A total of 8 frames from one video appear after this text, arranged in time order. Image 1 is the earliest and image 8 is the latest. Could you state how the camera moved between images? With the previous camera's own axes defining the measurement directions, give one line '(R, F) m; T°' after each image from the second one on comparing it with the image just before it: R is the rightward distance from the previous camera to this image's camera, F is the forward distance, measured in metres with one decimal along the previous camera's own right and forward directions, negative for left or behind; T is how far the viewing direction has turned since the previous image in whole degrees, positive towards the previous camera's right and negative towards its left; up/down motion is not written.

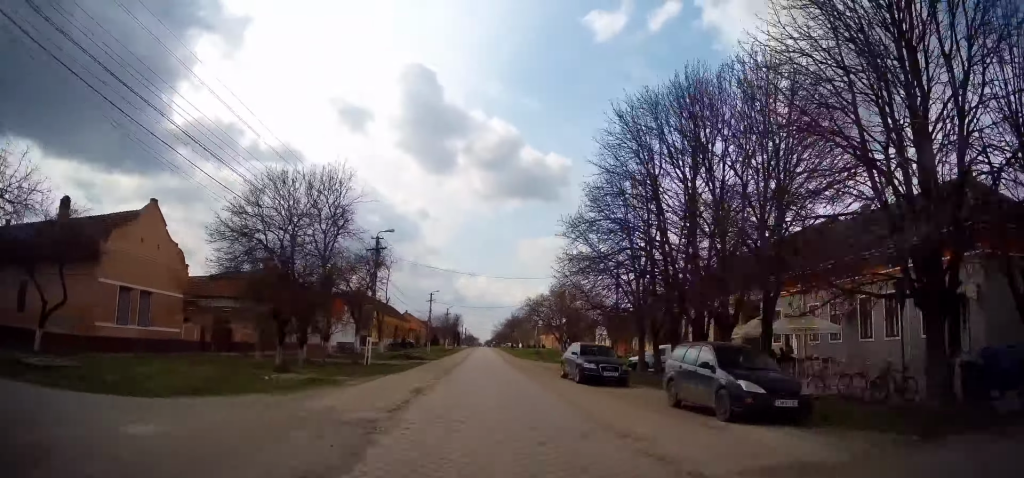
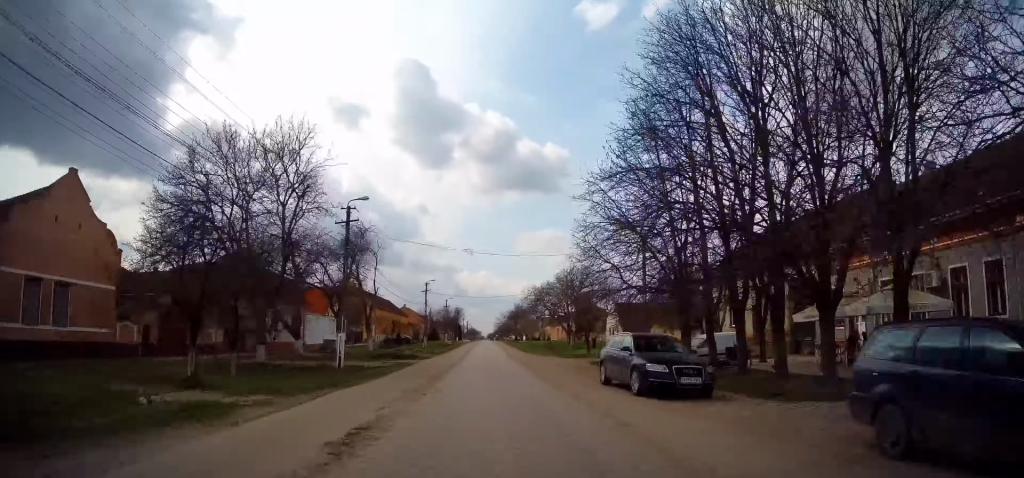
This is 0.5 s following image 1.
(-0.2, +7.1) m; 0°
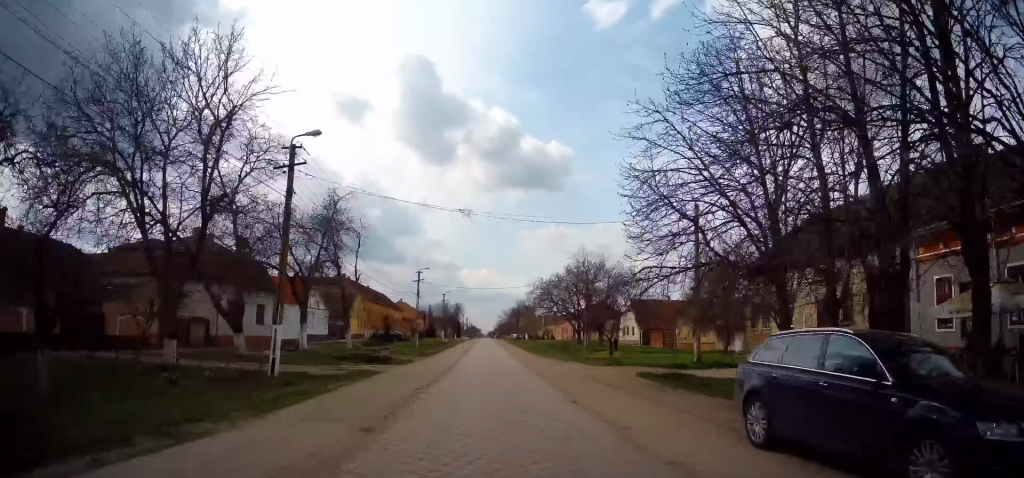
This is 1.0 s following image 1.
(-0.3, +8.7) m; 0°
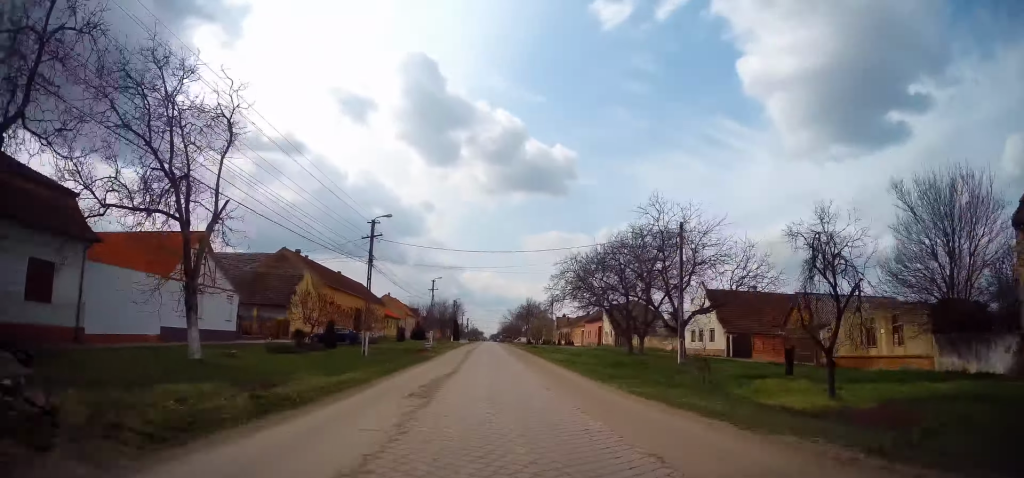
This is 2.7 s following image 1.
(+0.2, +25.2) m; 0°
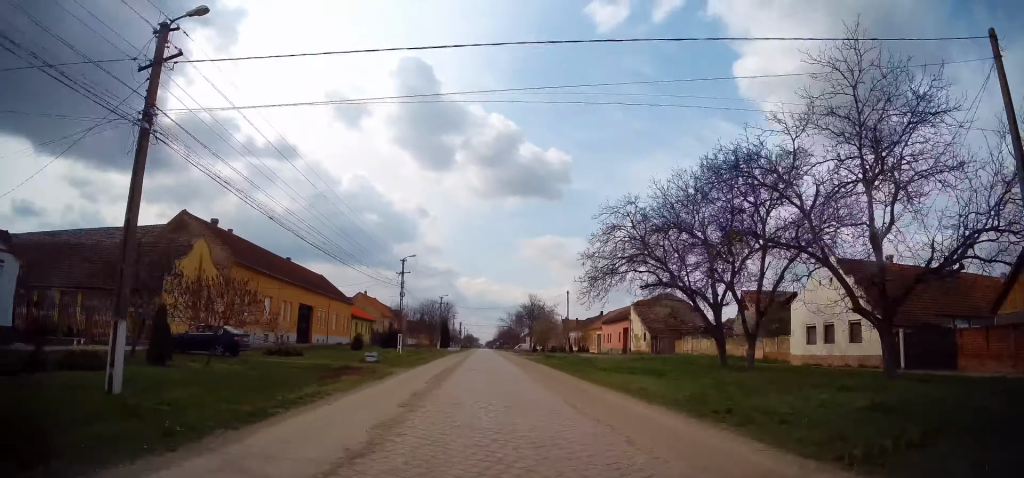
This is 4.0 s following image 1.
(+0.3, +21.2) m; 0°
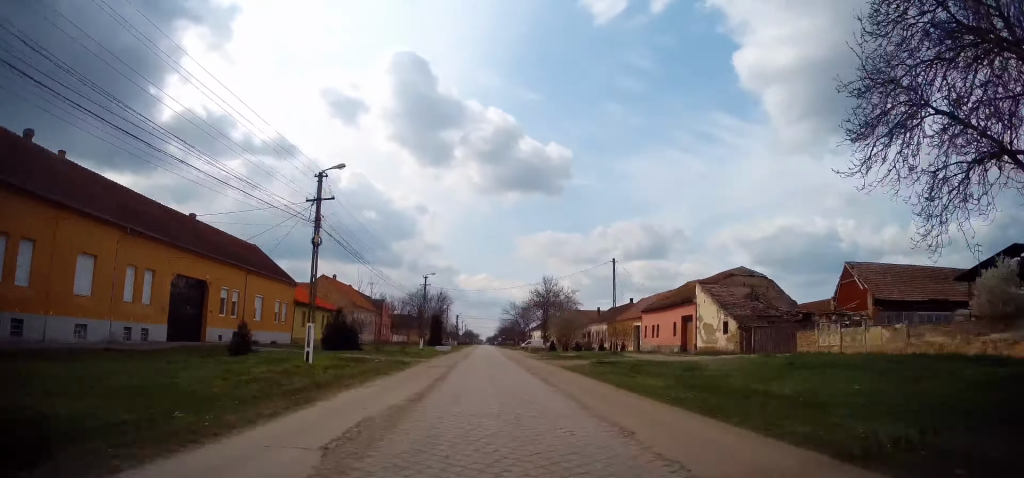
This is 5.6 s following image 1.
(-0.3, +23.9) m; +1°
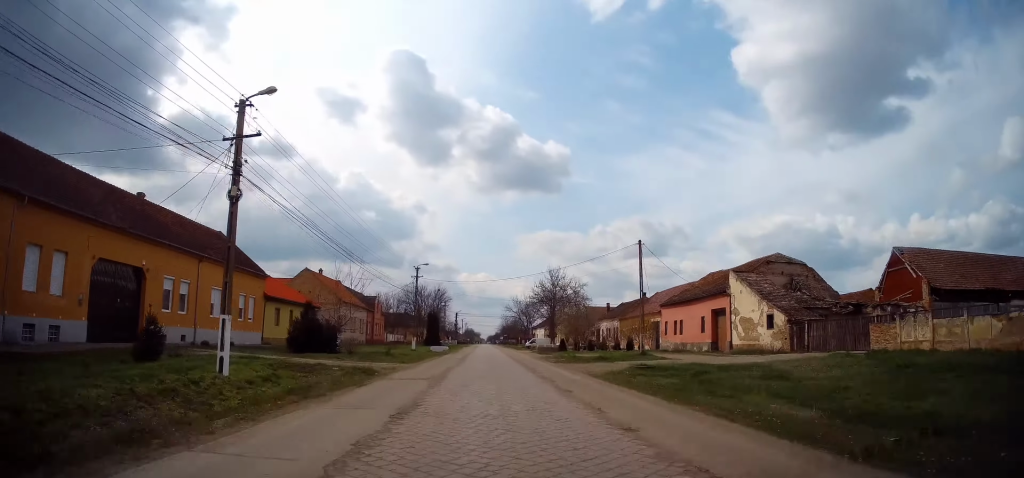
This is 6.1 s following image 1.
(+0.1, +7.8) m; +1°
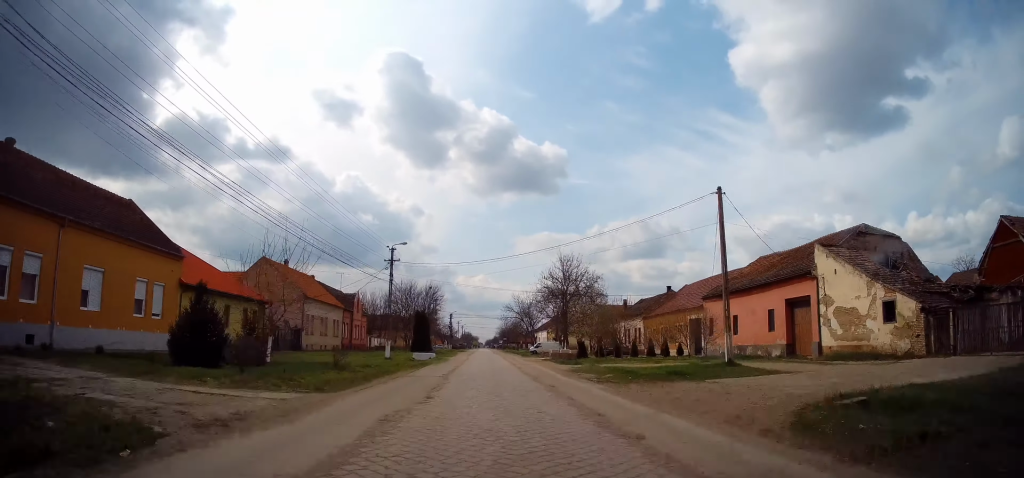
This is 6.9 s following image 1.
(0.0, +13.5) m; -2°
